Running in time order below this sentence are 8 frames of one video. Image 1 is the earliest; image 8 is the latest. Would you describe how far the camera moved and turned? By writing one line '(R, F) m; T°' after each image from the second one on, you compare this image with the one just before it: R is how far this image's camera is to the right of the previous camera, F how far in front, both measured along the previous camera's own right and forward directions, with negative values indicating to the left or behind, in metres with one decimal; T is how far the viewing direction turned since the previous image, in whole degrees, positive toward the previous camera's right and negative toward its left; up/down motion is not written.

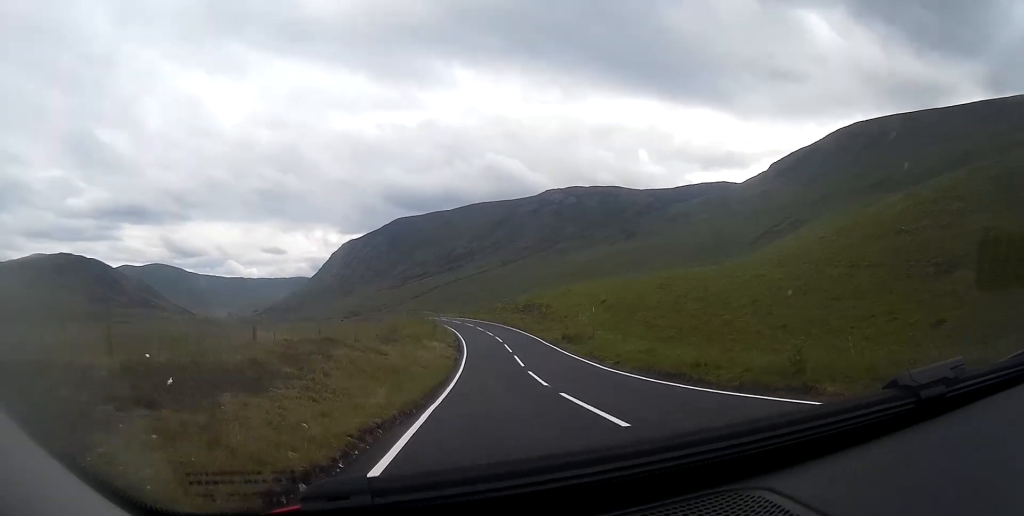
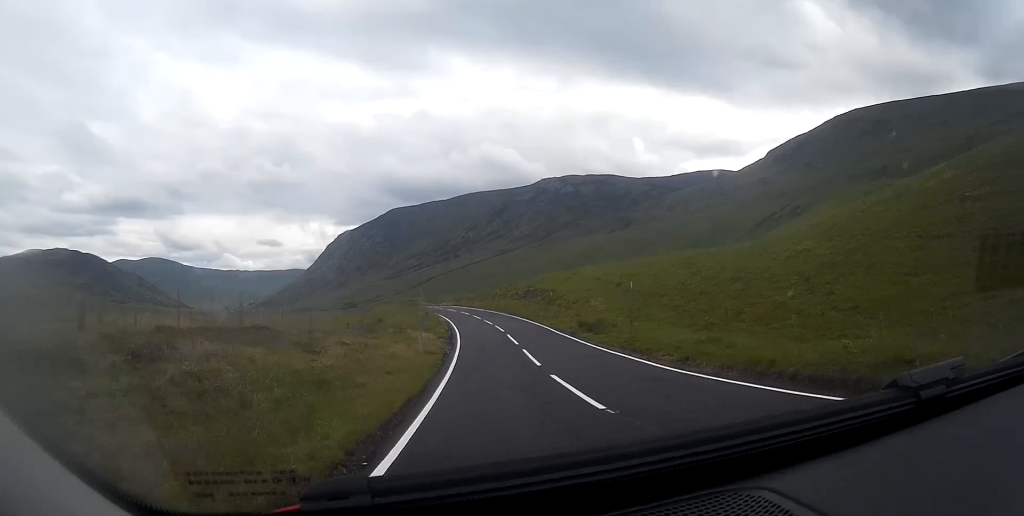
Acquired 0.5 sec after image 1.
(0.0, +7.7) m; 0°
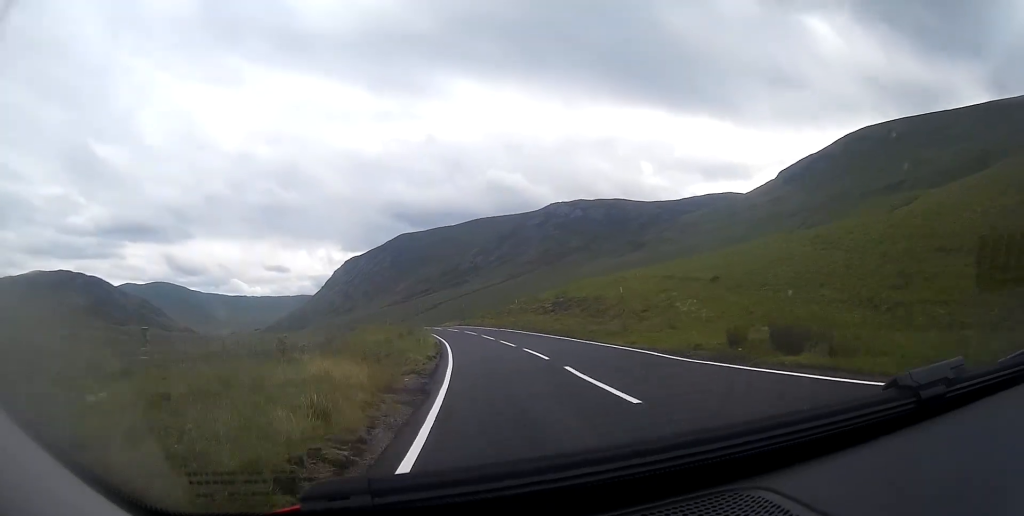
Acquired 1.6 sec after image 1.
(+0.1, +19.2) m; -1°
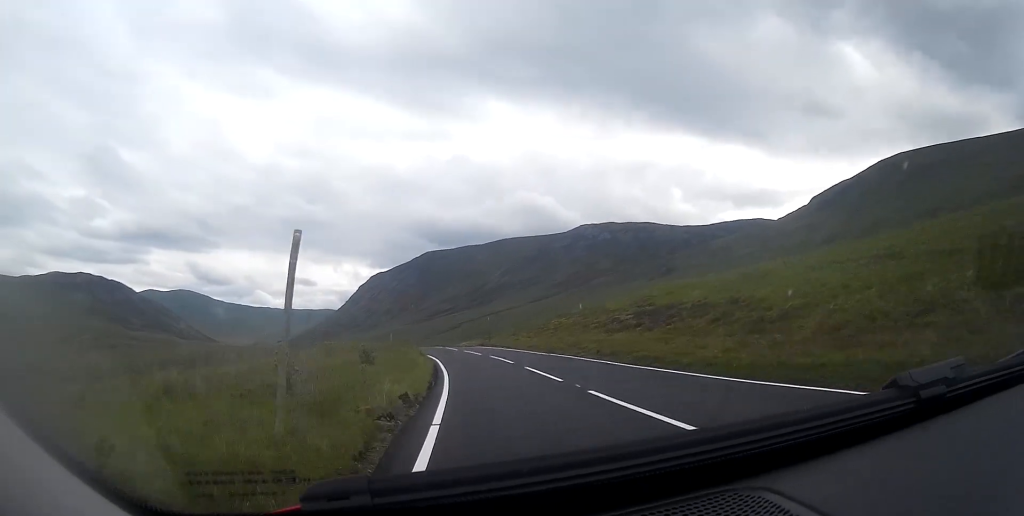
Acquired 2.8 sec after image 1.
(-0.5, +20.3) m; -3°
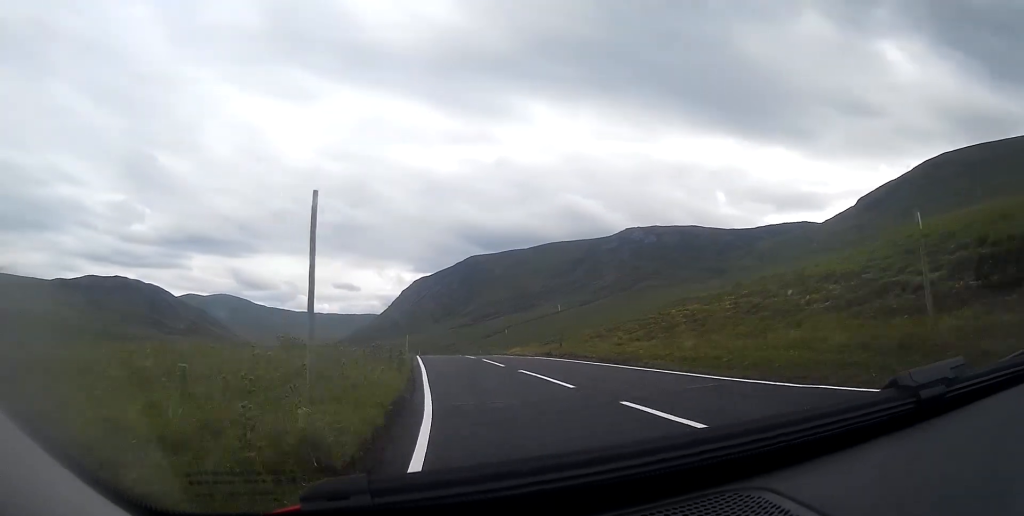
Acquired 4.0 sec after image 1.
(-0.6, +21.5) m; -4°
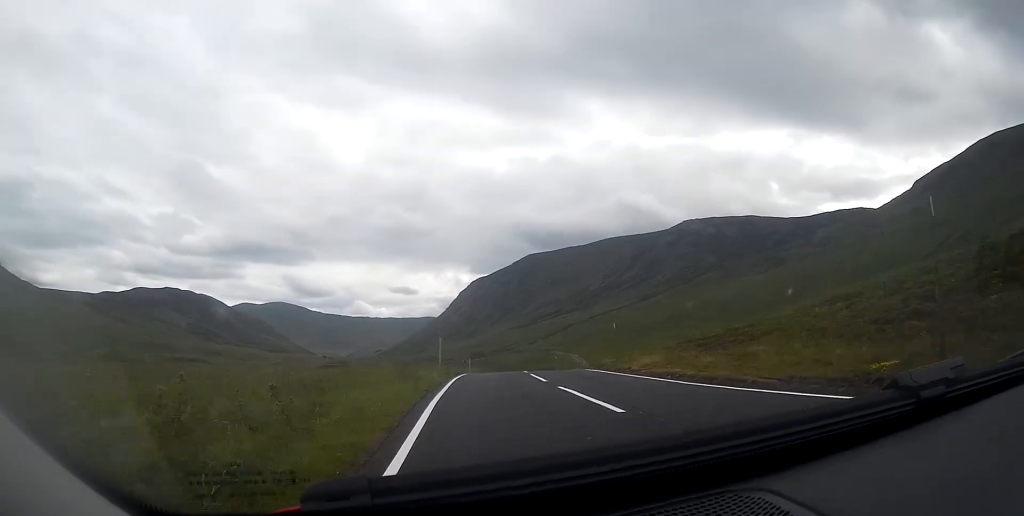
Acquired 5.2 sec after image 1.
(-0.7, +21.3) m; -4°
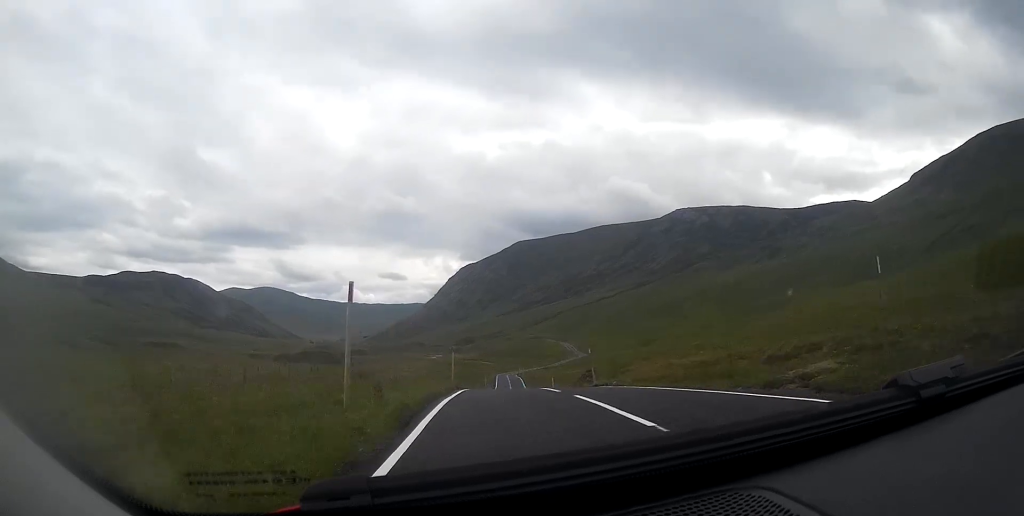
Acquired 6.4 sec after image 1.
(-0.3, +19.8) m; 0°
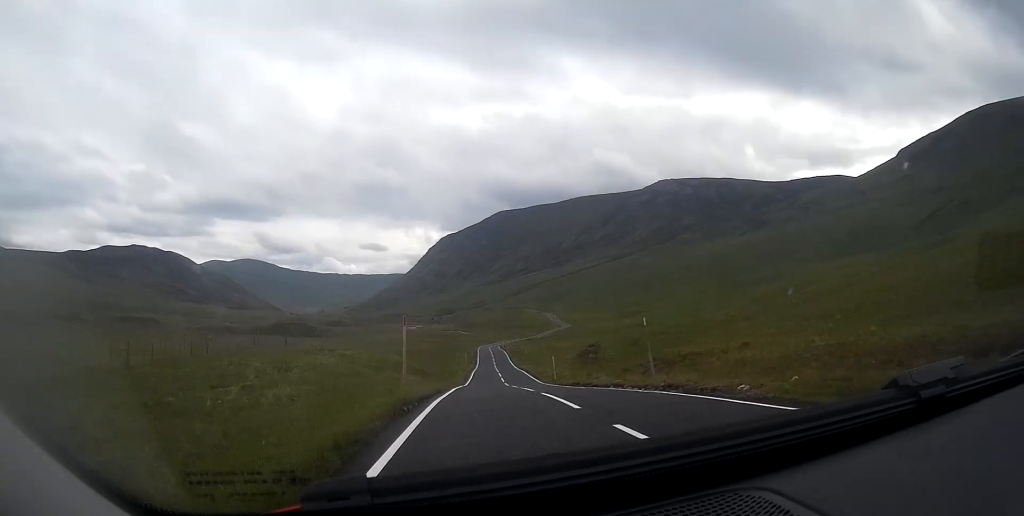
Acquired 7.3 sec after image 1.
(+0.2, +14.5) m; +1°
